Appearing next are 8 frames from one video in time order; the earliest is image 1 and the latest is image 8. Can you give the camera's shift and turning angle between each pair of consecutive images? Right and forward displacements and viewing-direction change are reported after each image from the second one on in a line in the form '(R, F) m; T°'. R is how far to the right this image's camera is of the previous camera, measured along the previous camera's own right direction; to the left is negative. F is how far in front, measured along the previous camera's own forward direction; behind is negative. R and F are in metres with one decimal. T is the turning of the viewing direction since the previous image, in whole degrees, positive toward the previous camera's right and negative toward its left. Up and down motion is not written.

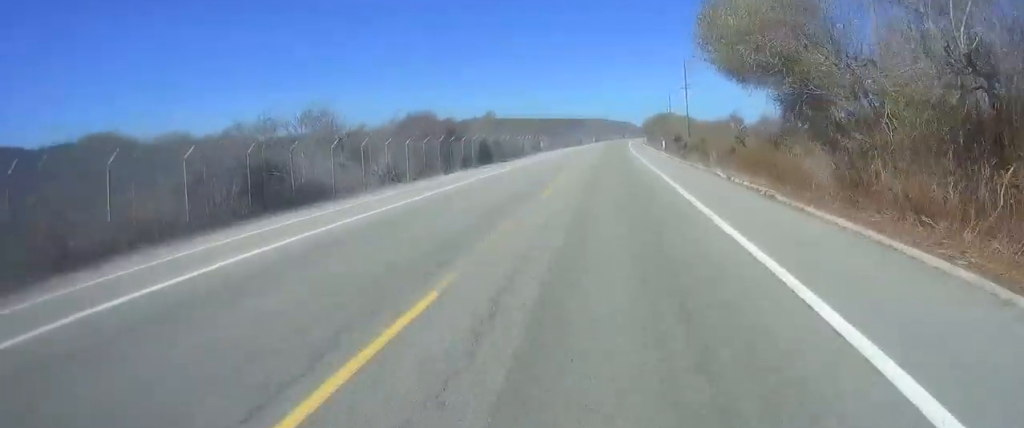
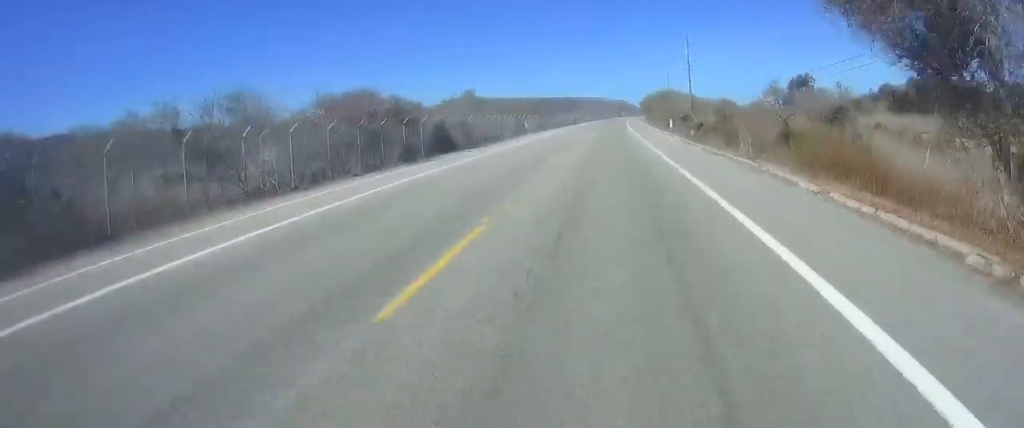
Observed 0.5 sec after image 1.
(+0.1, +11.9) m; 0°
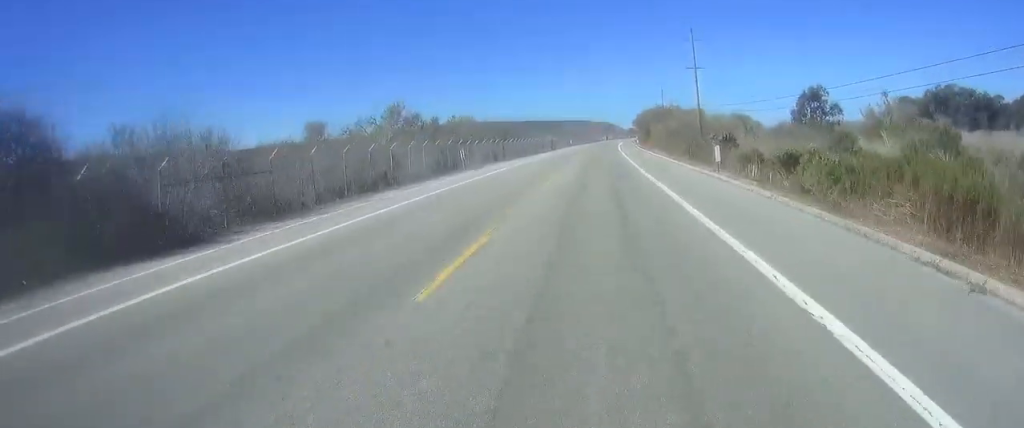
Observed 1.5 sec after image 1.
(+0.1, +27.3) m; 0°
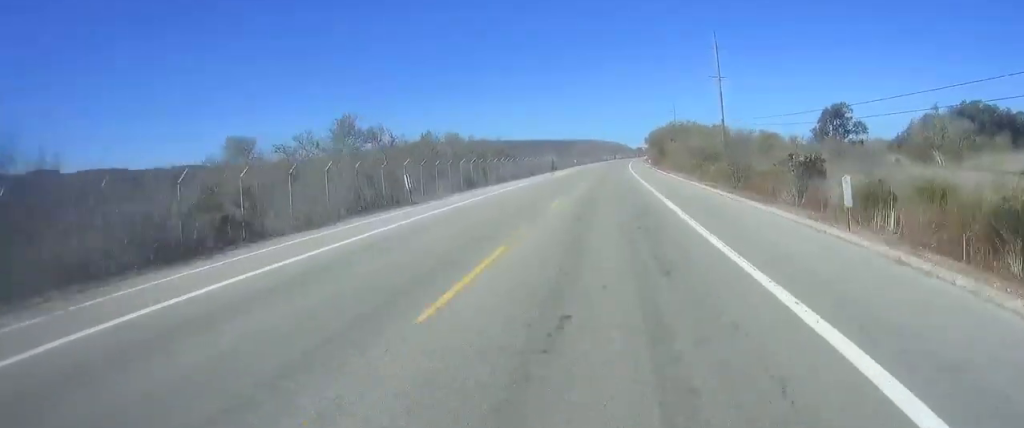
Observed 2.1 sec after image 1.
(-0.1, +14.5) m; +1°
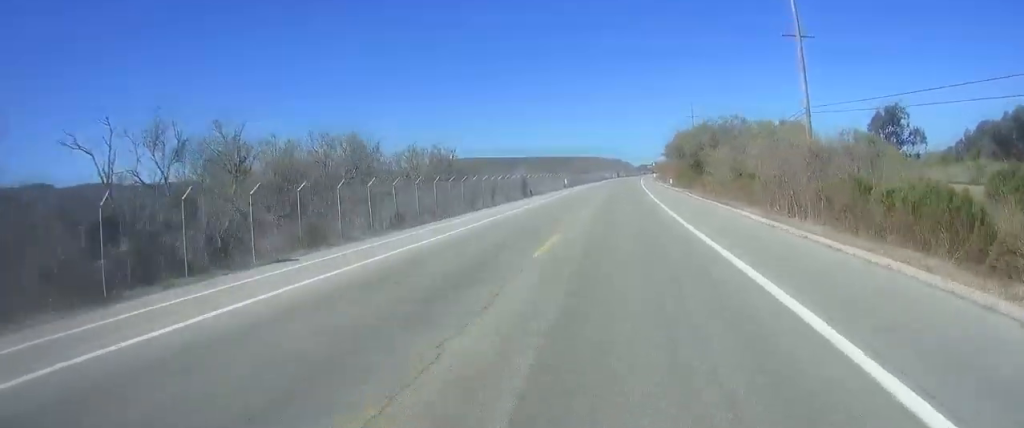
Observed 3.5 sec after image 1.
(+0.5, +36.5) m; +1°
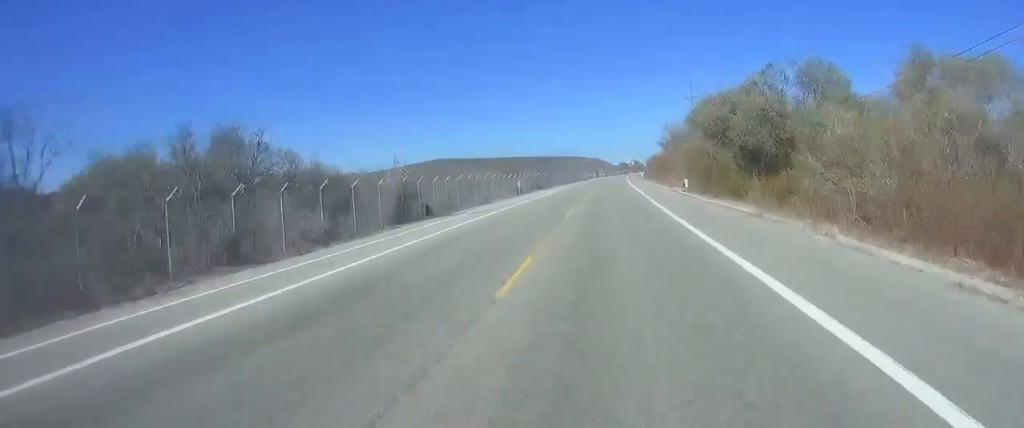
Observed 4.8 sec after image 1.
(0.0, +33.5) m; 0°
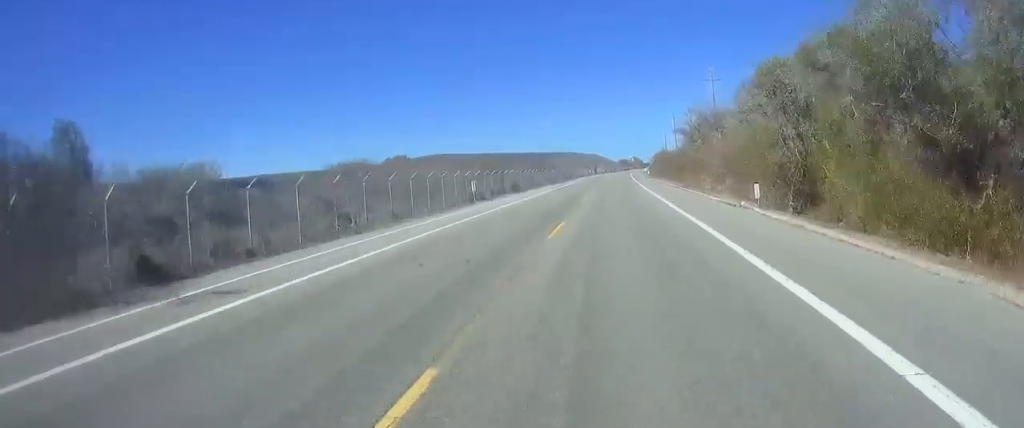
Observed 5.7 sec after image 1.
(0.0, +23.4) m; 0°
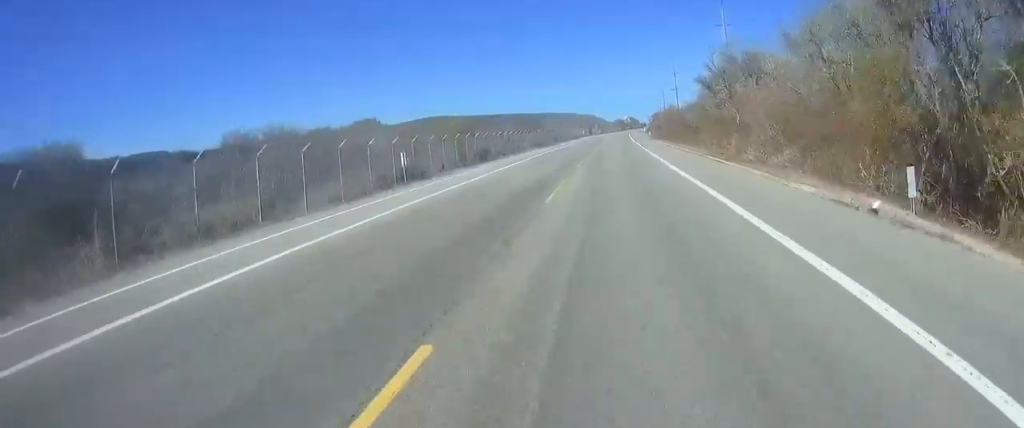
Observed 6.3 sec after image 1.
(0.0, +14.7) m; 0°
